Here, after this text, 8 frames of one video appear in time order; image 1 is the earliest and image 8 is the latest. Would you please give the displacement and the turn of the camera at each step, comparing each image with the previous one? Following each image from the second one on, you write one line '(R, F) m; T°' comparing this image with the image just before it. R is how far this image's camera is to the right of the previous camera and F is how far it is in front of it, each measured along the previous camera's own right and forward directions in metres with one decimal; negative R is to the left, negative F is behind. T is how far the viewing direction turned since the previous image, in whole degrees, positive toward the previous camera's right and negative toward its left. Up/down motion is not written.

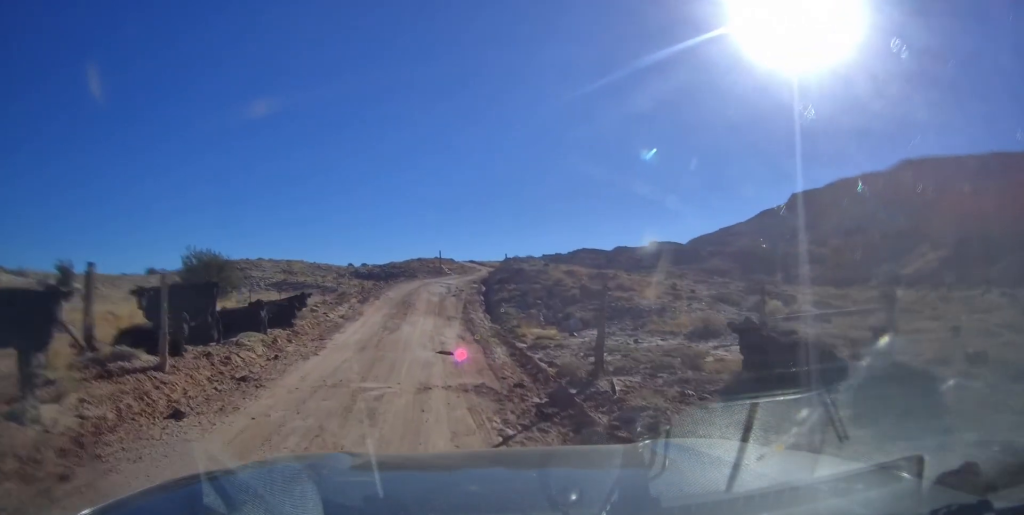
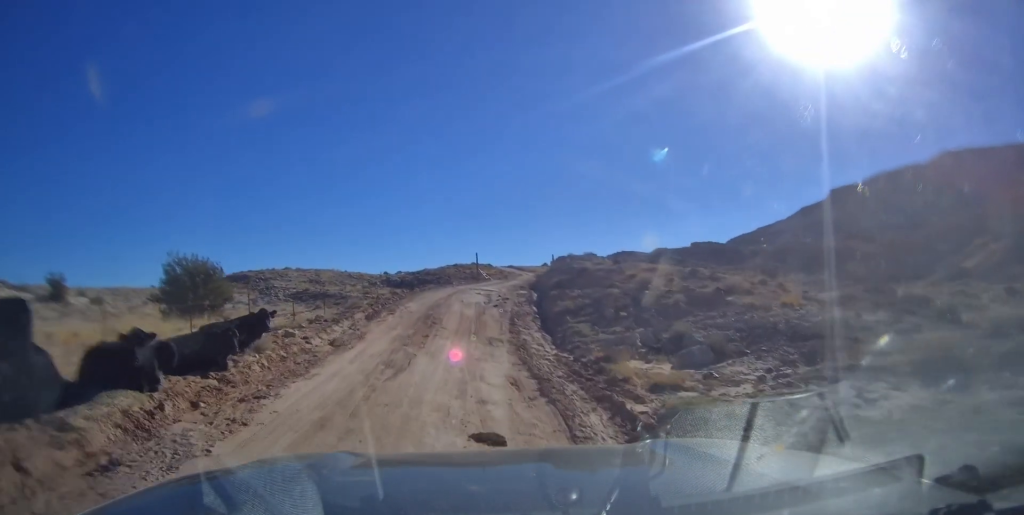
(-0.6, +8.3) m; 0°
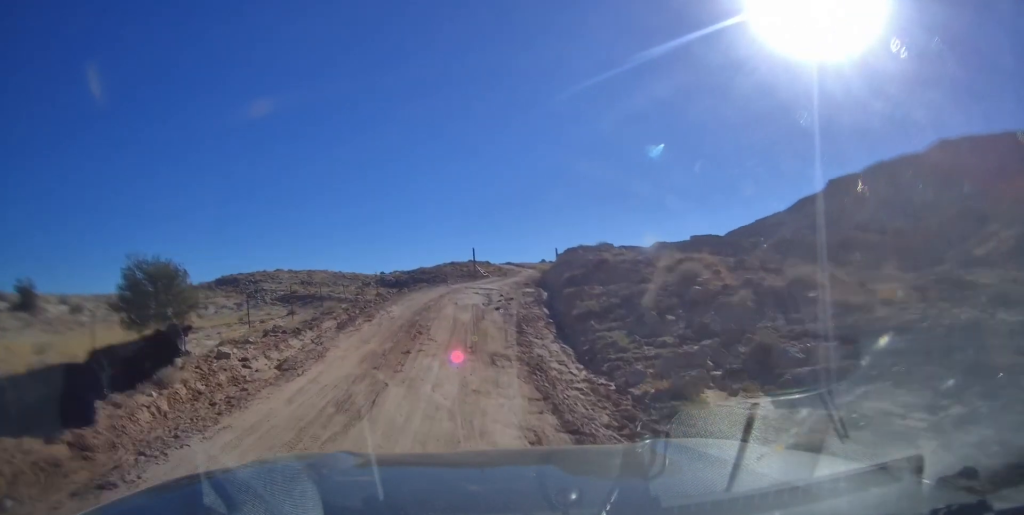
(-0.4, +4.2) m; +4°
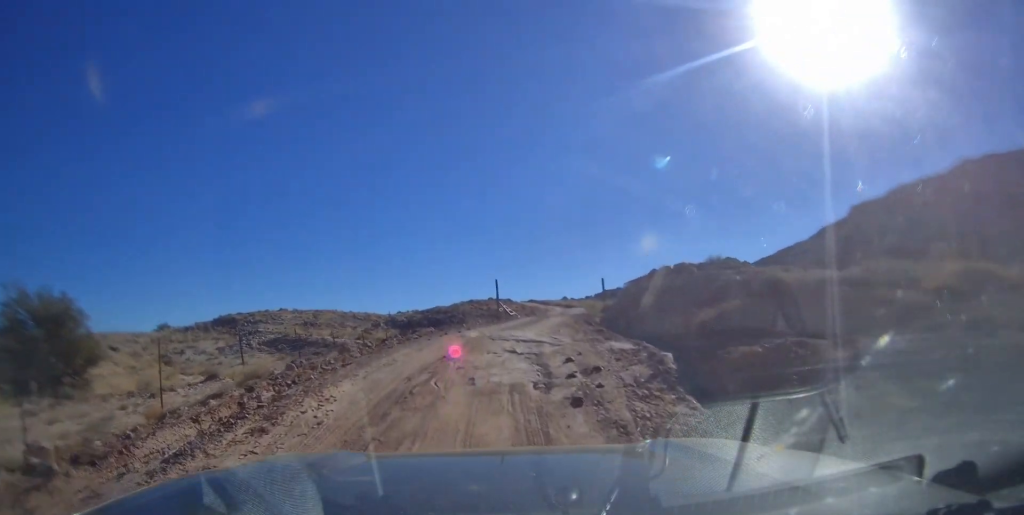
(+1.4, +9.0) m; +4°
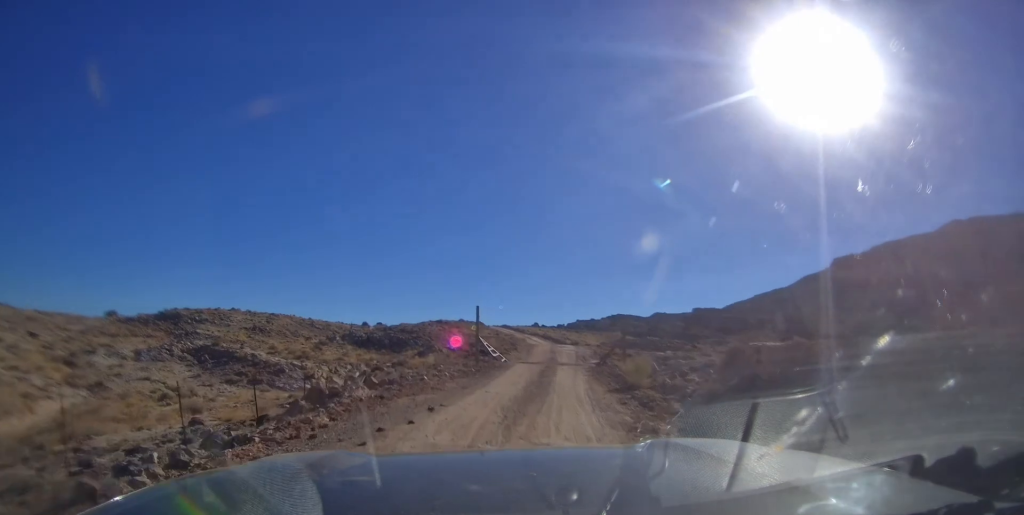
(-0.8, +8.4) m; -9°
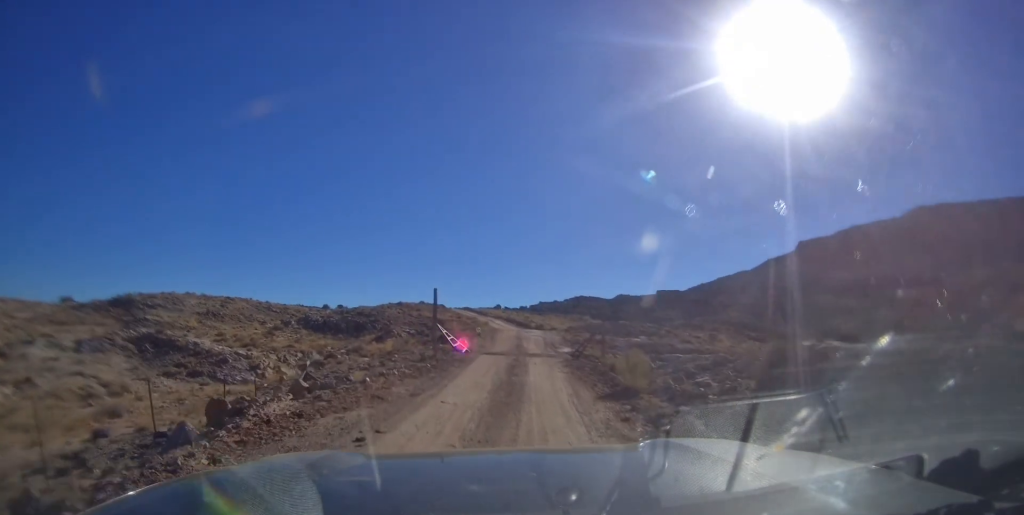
(-0.1, +2.8) m; -2°
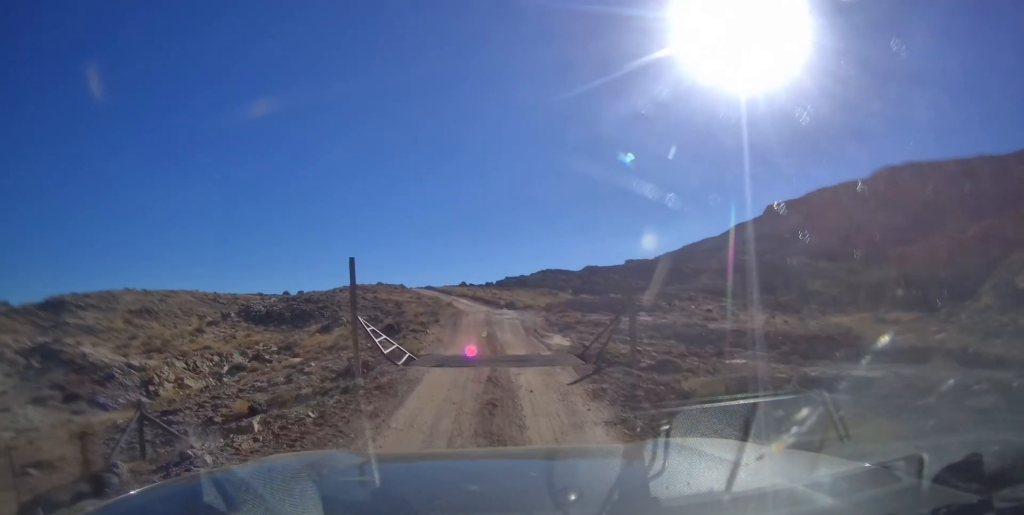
(-0.1, +9.0) m; +2°
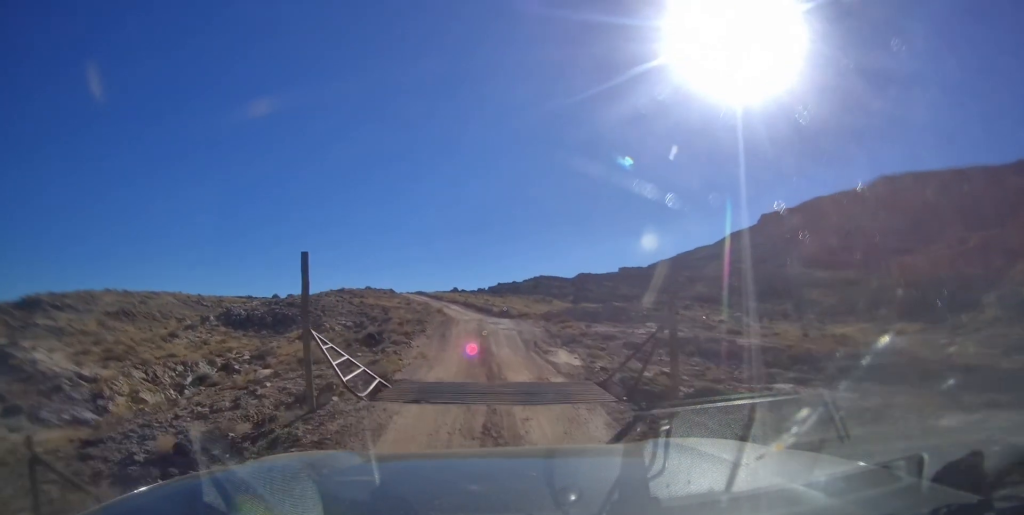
(+0.1, +3.8) m; +2°
